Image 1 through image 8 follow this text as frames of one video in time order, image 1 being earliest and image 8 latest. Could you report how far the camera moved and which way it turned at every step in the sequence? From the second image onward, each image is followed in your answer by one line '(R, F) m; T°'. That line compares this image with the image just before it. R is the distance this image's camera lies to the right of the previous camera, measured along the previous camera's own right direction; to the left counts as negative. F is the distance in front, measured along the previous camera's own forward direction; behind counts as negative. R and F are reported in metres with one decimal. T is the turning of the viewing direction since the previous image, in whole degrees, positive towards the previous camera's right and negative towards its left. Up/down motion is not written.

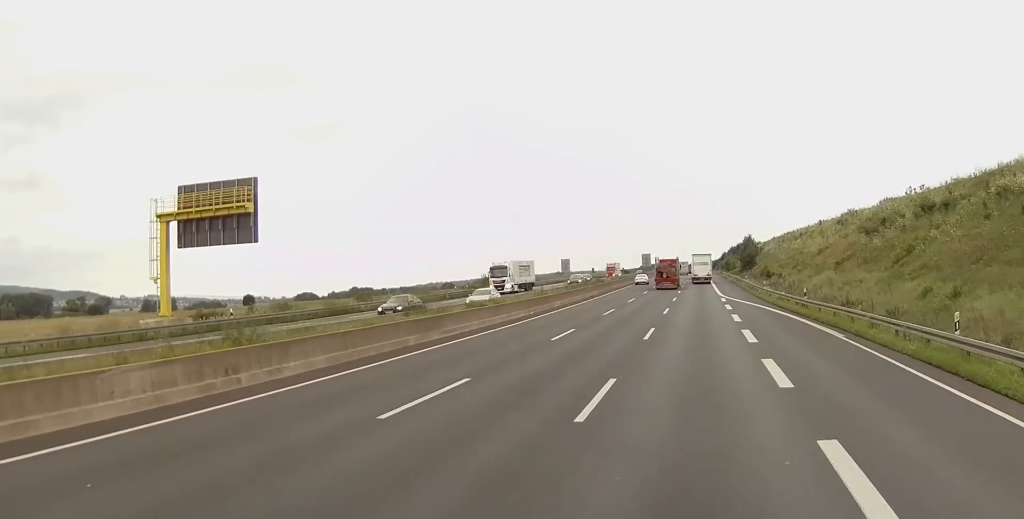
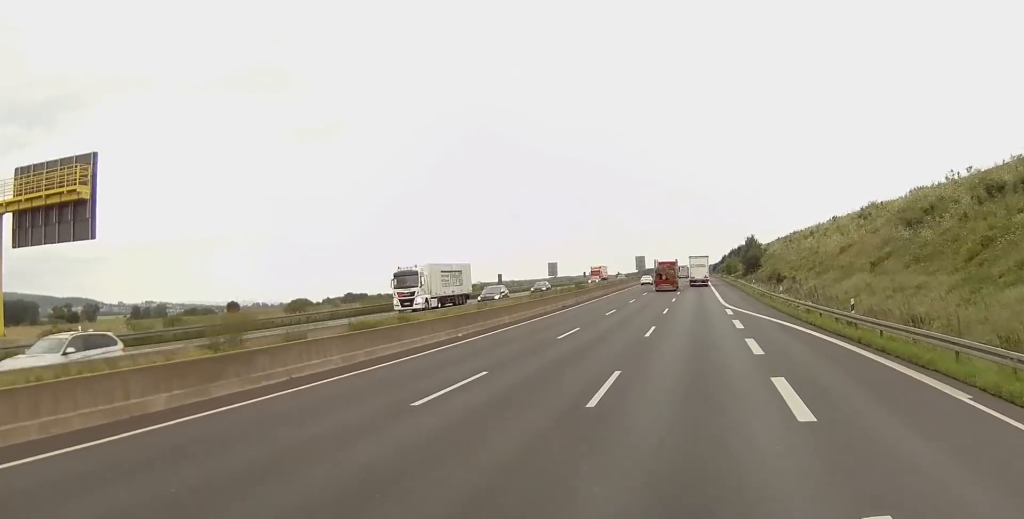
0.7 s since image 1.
(-0.1, +15.6) m; 0°
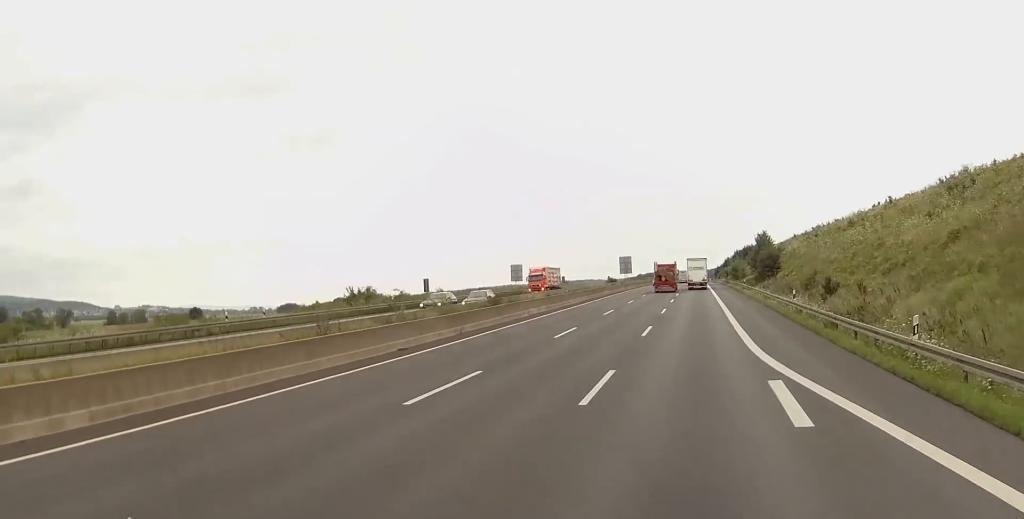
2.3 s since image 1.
(+0.4, +41.3) m; +1°
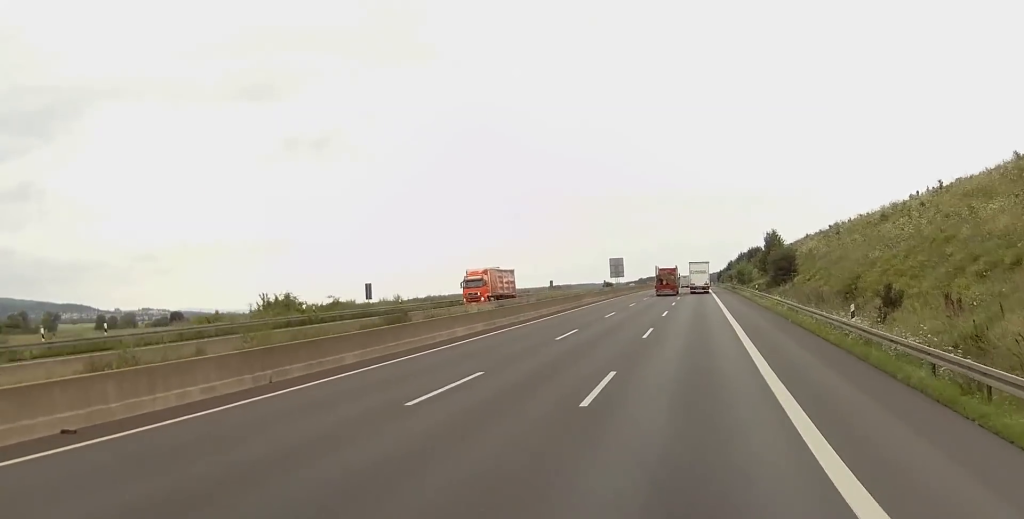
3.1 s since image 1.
(-0.1, +19.9) m; 0°
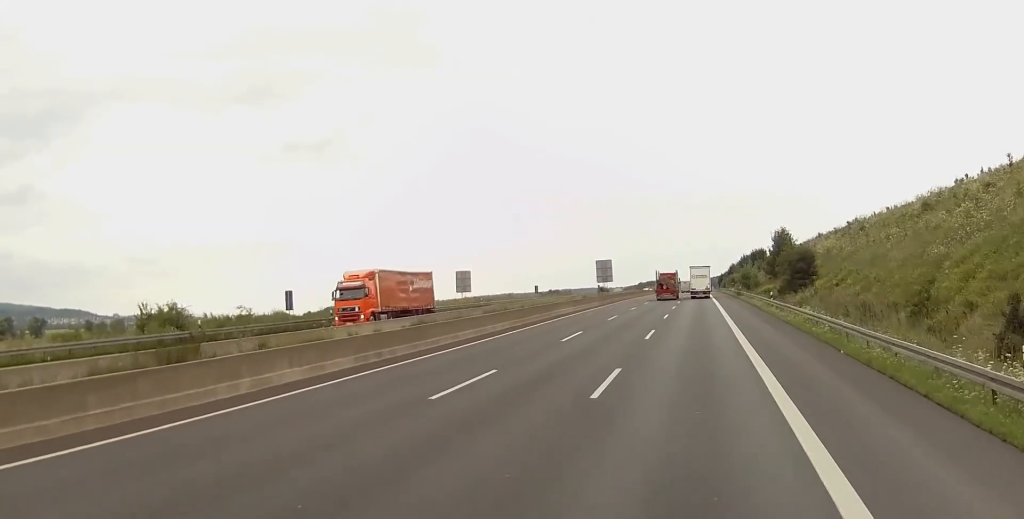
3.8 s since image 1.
(-0.1, +17.6) m; 0°
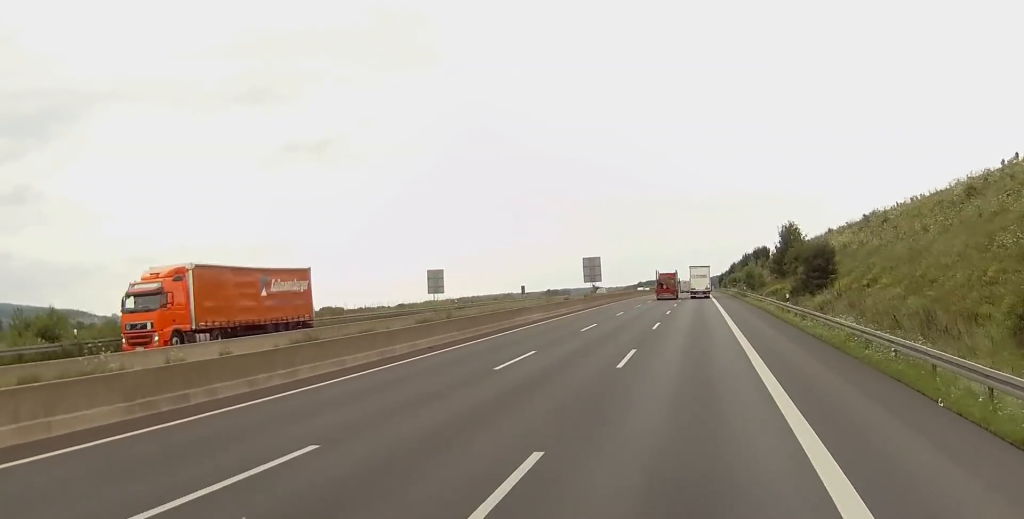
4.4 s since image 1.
(+0.1, +12.4) m; 0°
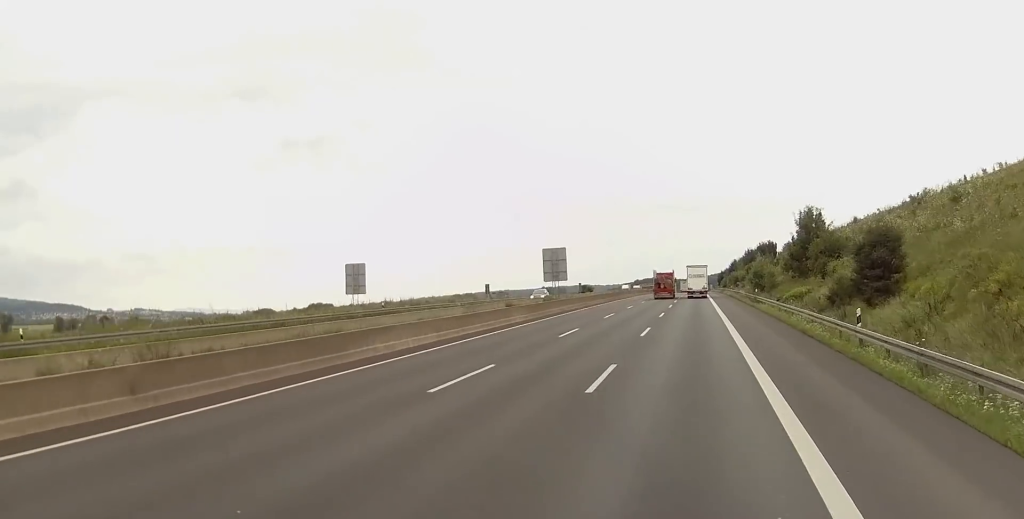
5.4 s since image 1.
(0.0, +24.2) m; 0°
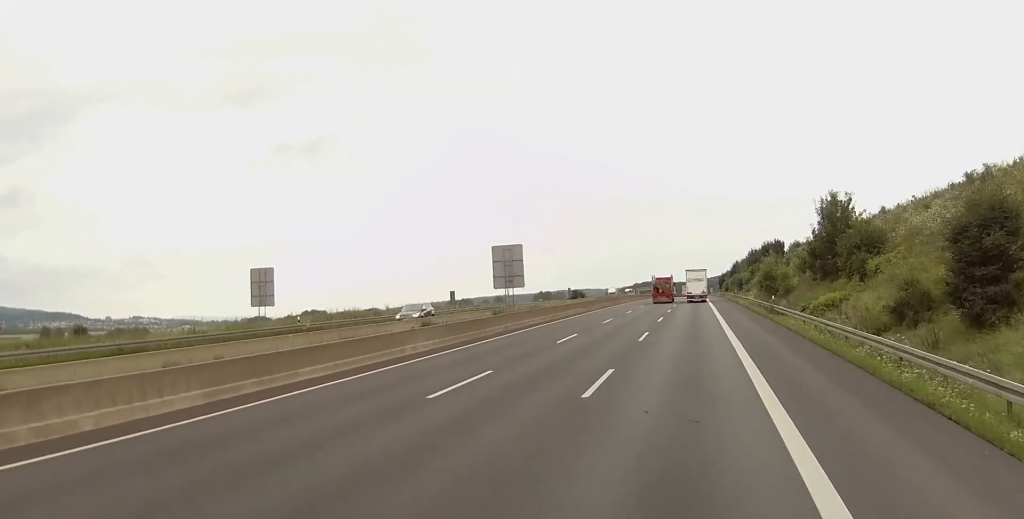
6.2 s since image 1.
(0.0, +17.9) m; 0°
